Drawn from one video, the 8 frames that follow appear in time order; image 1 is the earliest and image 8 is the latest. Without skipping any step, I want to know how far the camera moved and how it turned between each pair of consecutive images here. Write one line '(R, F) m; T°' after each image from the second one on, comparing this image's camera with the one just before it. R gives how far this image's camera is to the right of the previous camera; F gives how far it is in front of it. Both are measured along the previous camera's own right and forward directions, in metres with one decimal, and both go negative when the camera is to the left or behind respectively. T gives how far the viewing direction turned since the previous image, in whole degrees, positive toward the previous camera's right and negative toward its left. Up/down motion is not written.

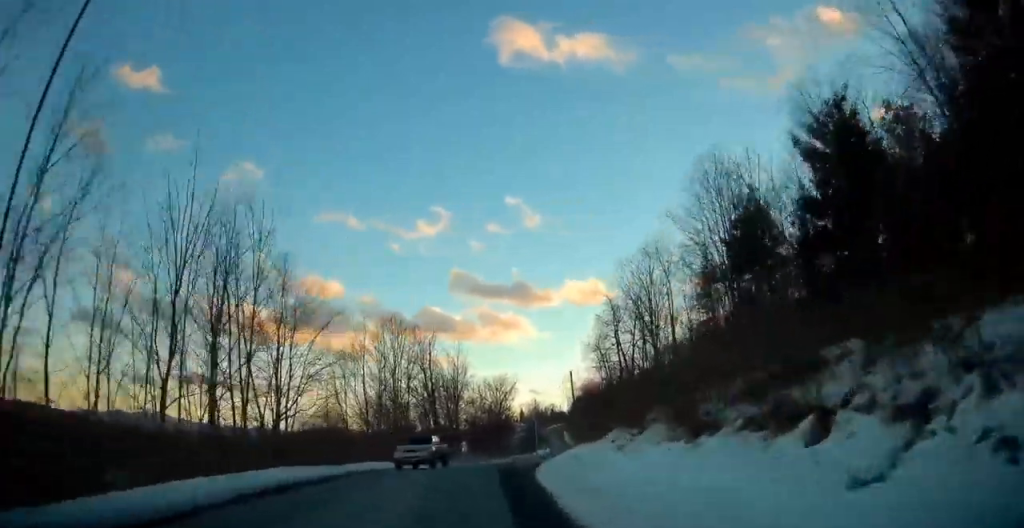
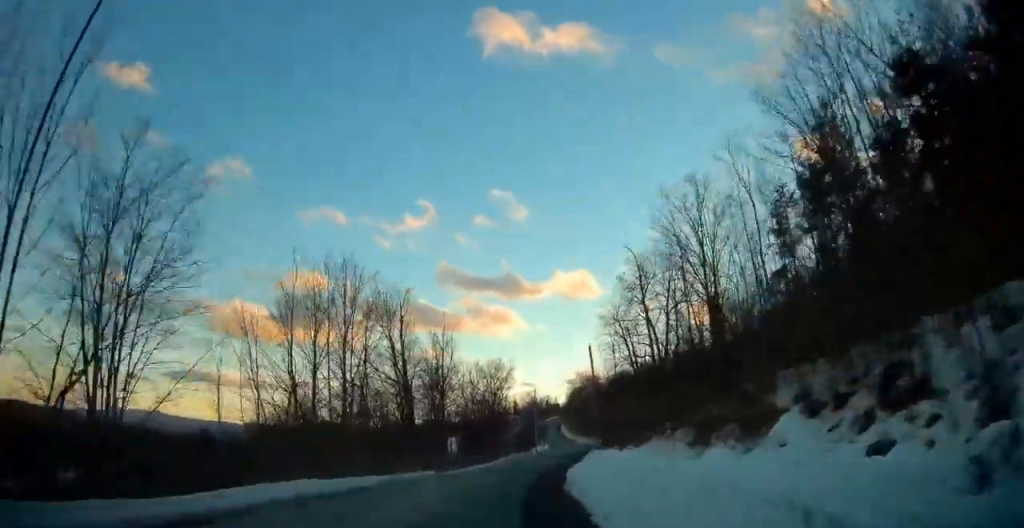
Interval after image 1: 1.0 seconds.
(+0.3, +15.8) m; +2°
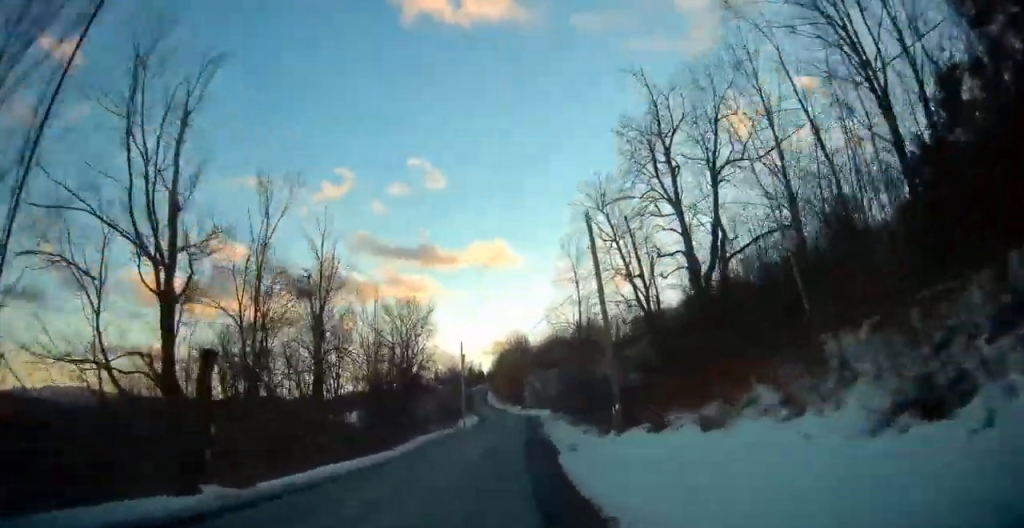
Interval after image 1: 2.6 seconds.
(+0.8, +25.4) m; +14°
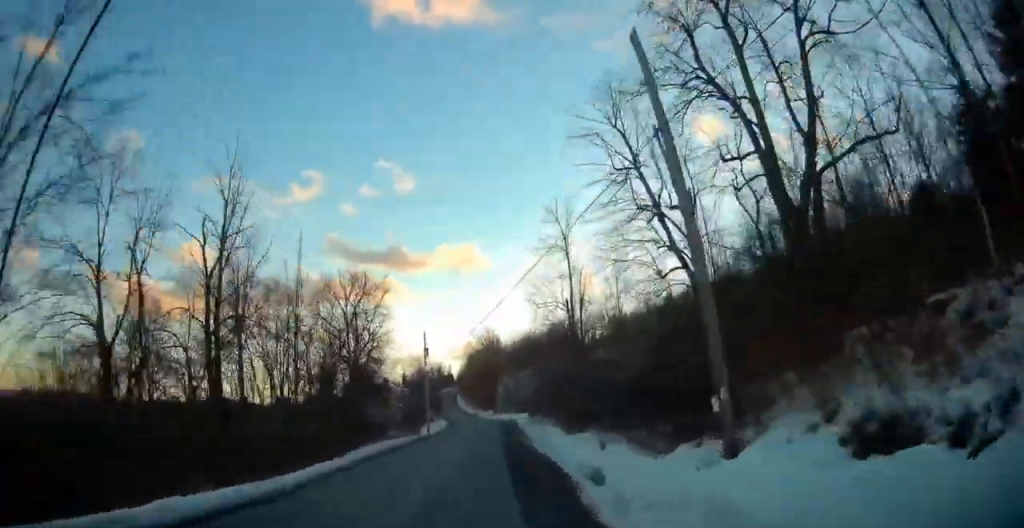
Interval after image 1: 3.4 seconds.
(+2.3, +12.4) m; +4°
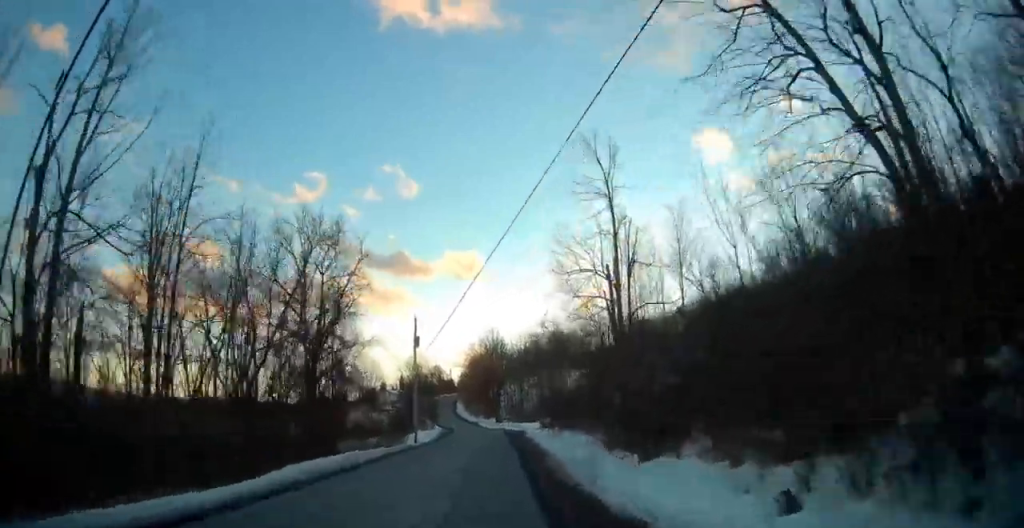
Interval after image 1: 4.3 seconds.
(-0.4, +13.5) m; -6°
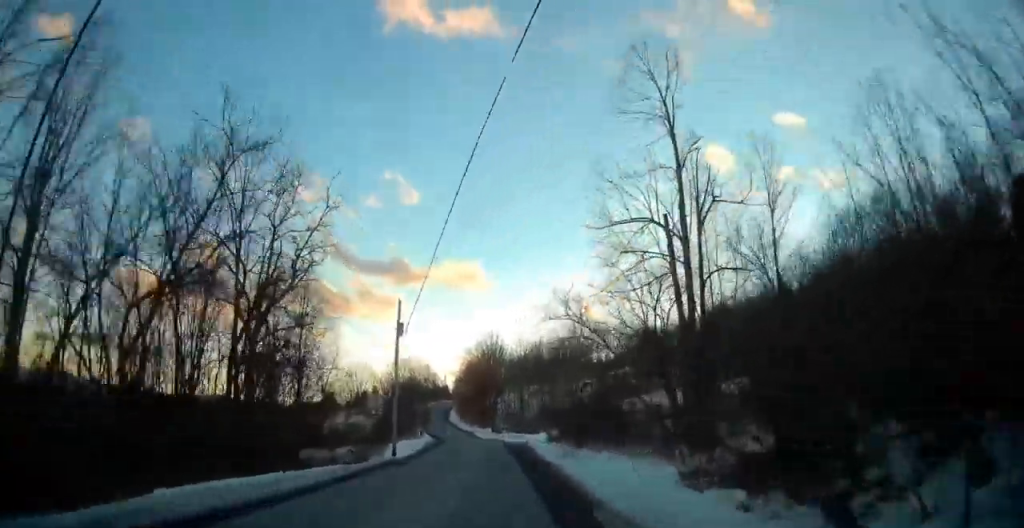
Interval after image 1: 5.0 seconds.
(-0.7, +10.6) m; -6°
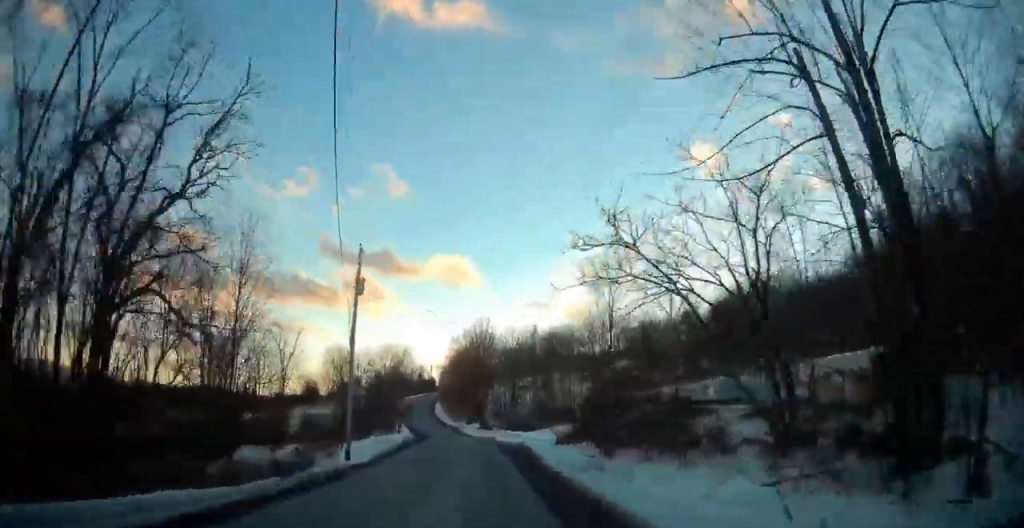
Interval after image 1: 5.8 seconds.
(-0.7, +12.0) m; -3°
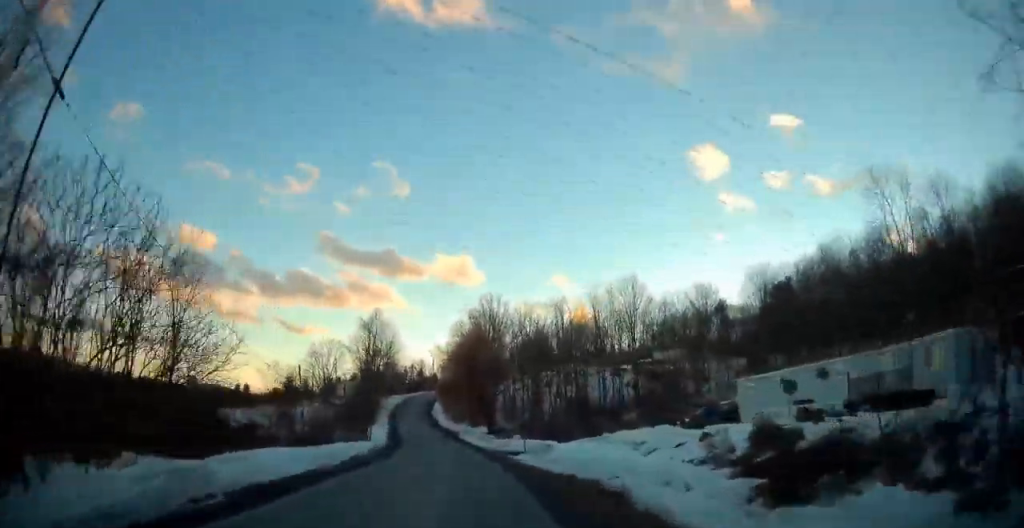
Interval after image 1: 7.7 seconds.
(+2.0, +27.6) m; +8°
